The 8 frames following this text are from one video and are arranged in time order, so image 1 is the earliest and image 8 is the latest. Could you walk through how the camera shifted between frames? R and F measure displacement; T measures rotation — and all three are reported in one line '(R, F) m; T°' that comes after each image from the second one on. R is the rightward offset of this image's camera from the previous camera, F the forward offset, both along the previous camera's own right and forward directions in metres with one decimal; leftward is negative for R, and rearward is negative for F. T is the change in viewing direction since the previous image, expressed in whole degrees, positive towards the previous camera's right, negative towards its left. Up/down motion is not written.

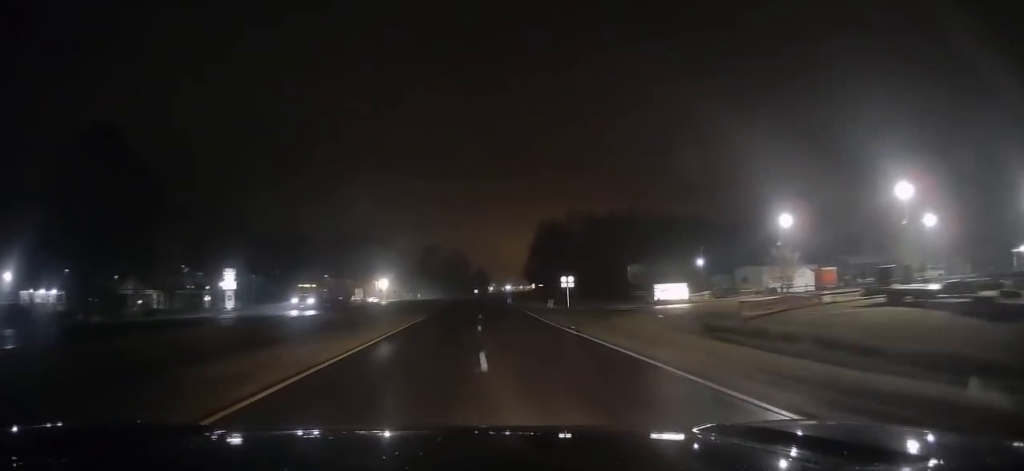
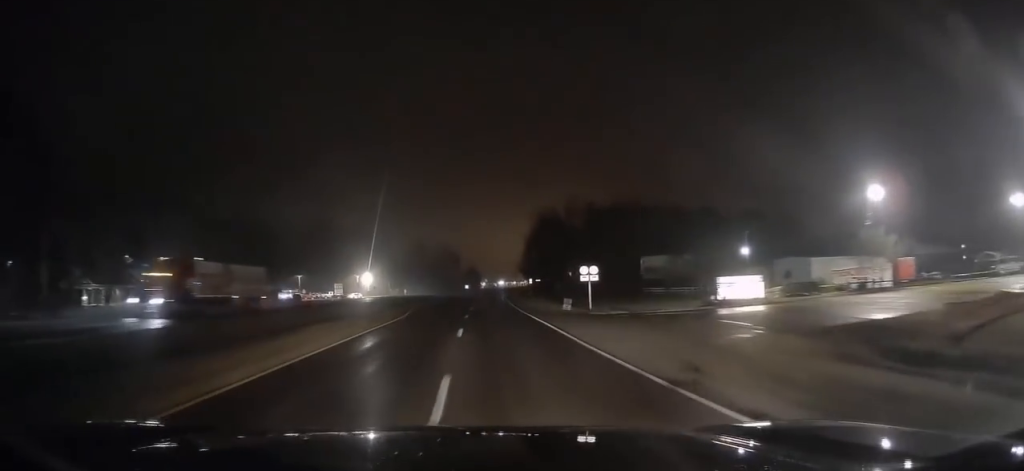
(+0.2, +17.1) m; +1°
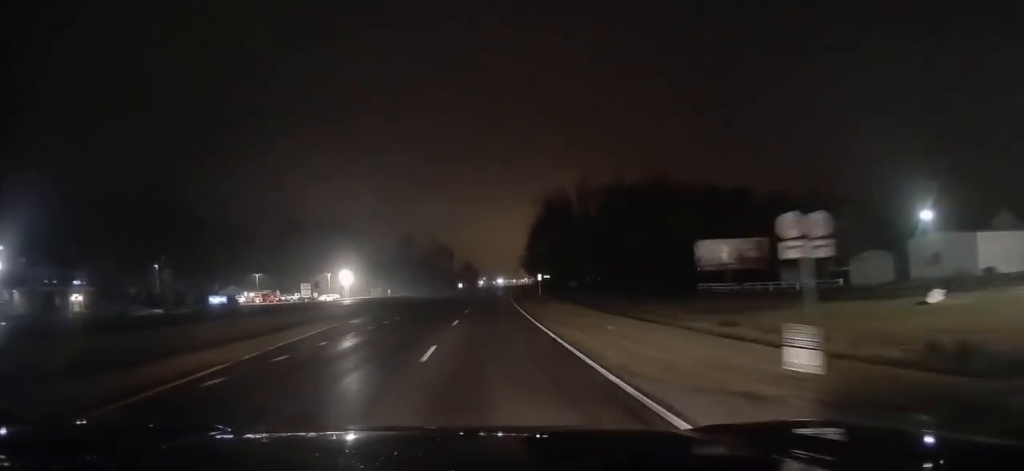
(0.0, +30.6) m; 0°
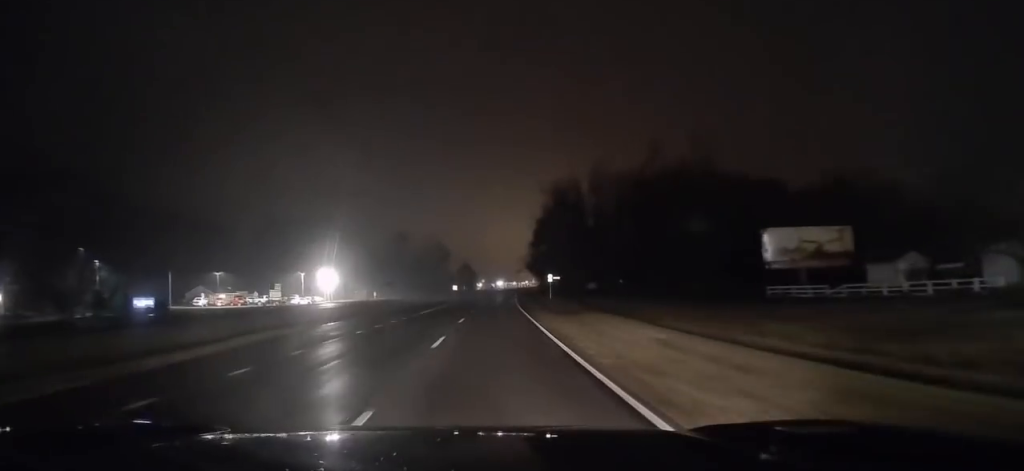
(+0.1, +21.1) m; +1°
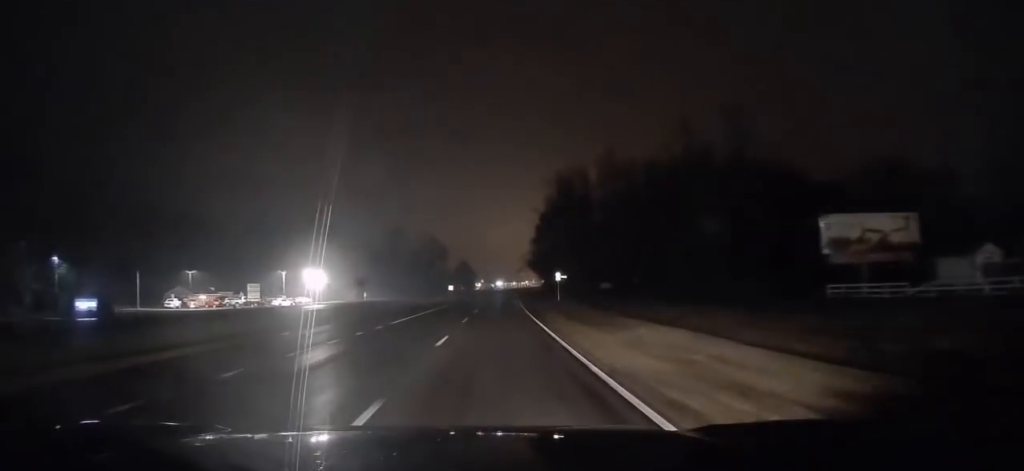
(+0.1, +11.7) m; 0°
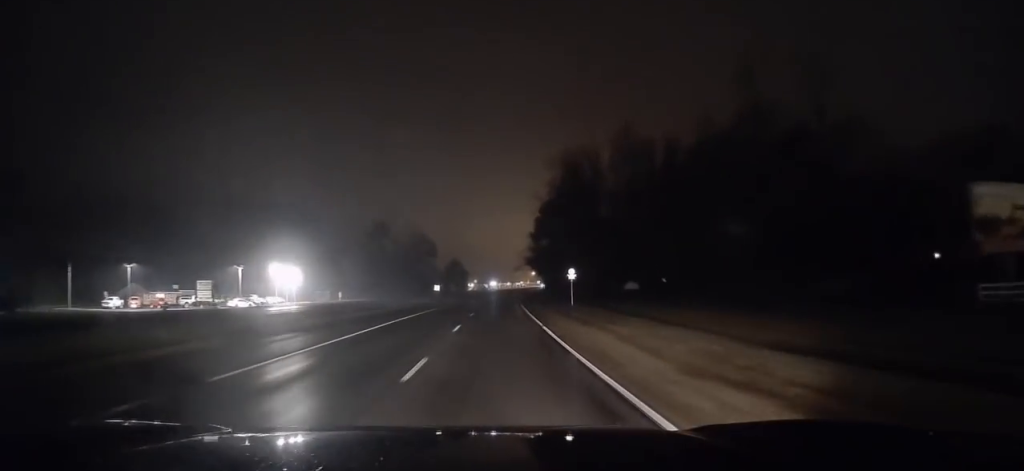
(+0.1, +18.7) m; 0°
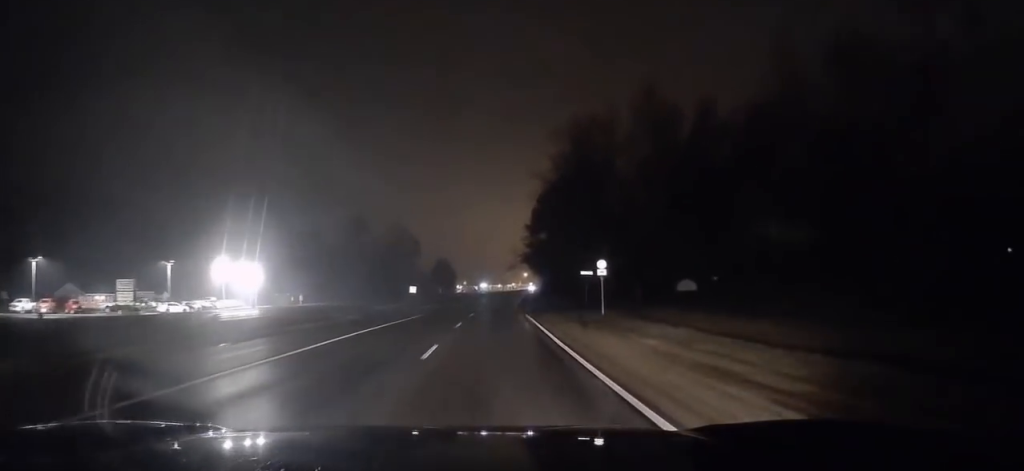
(0.0, +21.1) m; 0°
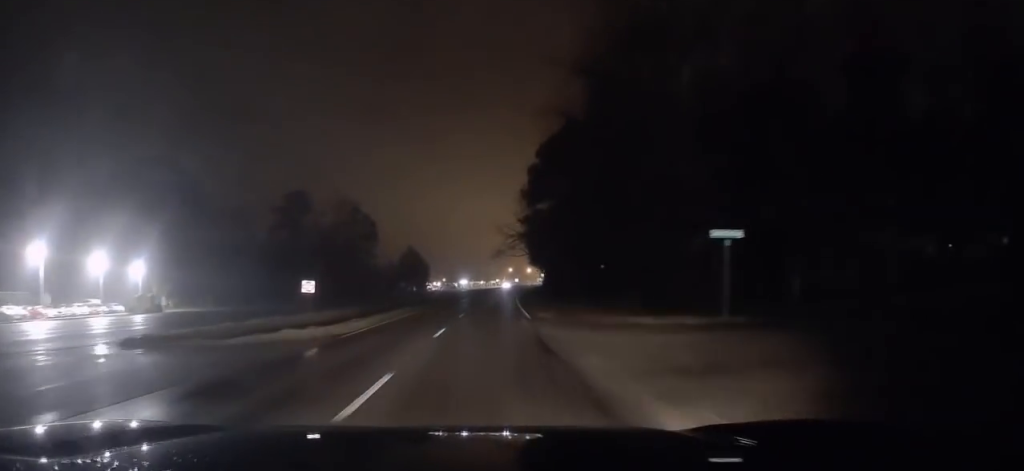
(+0.4, +42.1) m; +2°
